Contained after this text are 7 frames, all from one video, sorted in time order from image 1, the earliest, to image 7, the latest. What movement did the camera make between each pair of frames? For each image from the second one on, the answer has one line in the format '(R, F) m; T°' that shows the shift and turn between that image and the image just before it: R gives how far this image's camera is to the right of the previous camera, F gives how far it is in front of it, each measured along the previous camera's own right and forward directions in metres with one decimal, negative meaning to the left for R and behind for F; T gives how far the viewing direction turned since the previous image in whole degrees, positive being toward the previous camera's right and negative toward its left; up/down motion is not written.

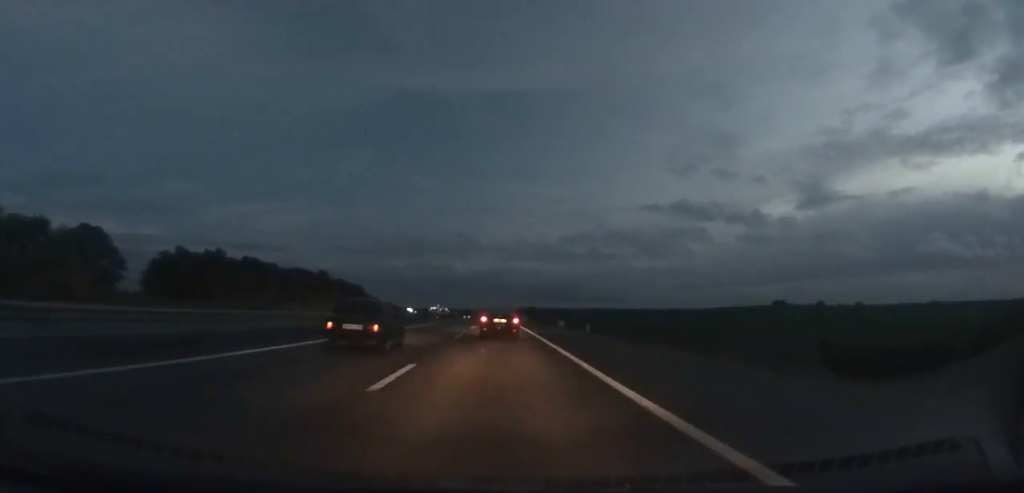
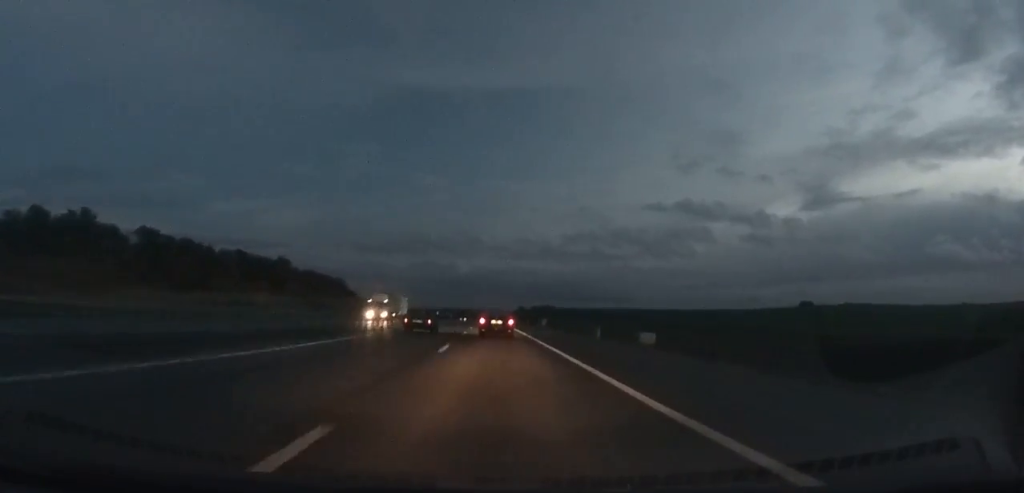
(-0.6, +55.3) m; -1°
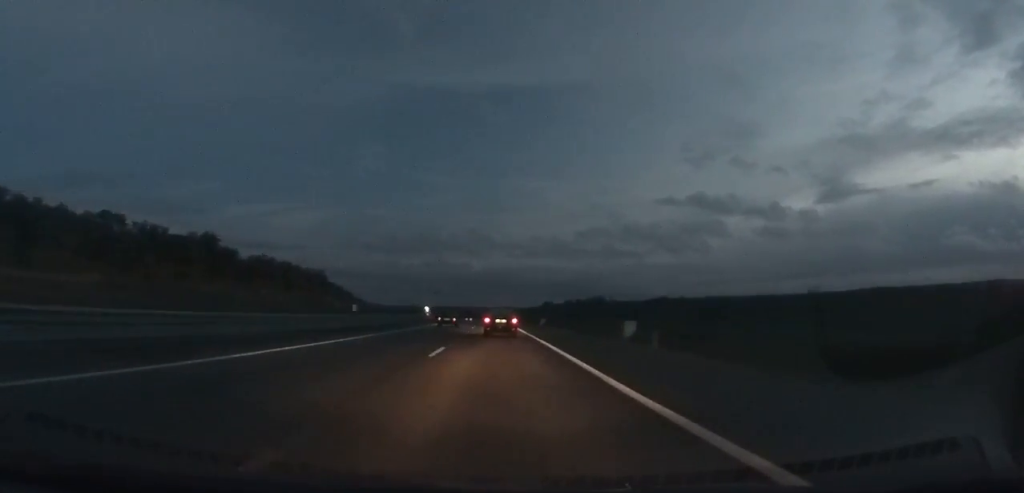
(-0.5, +65.4) m; -1°
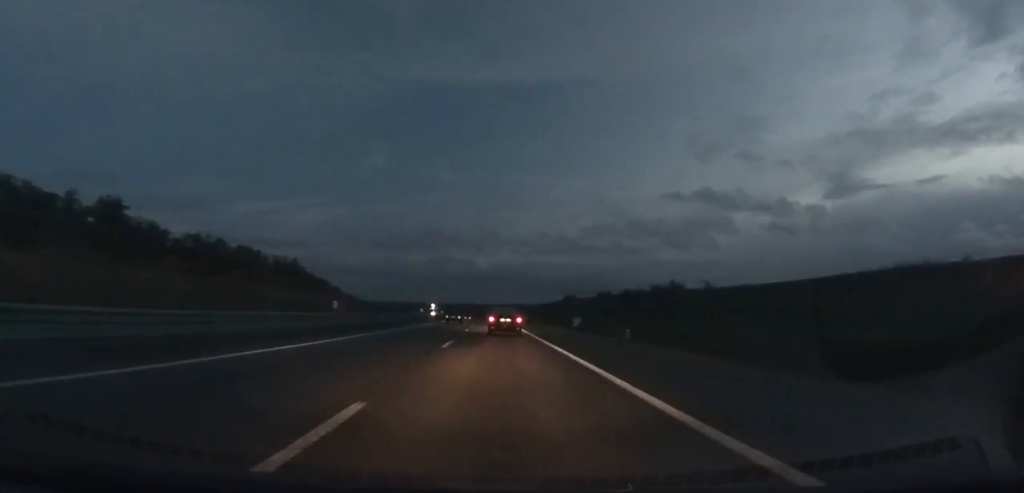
(+0.1, +42.8) m; -1°
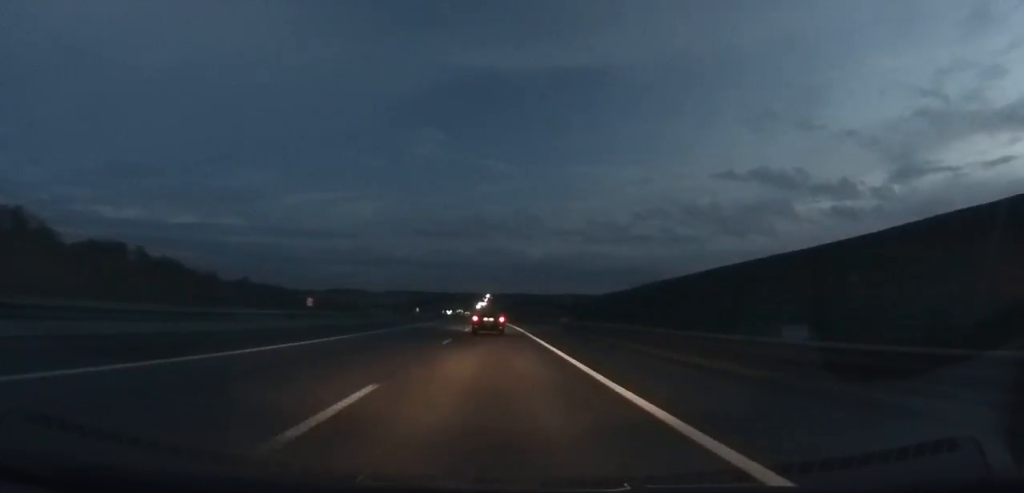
(-15.6, +283.6) m; -6°
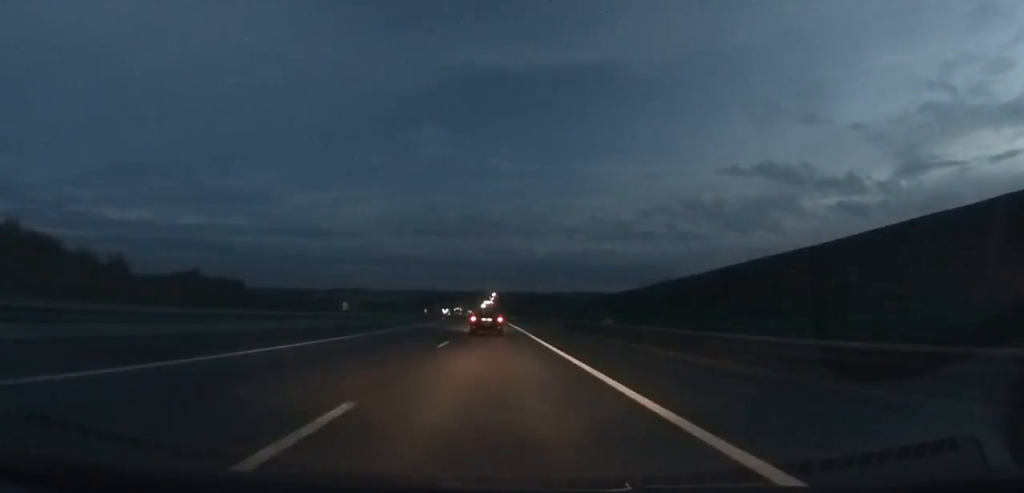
(-0.1, +32.3) m; -1°
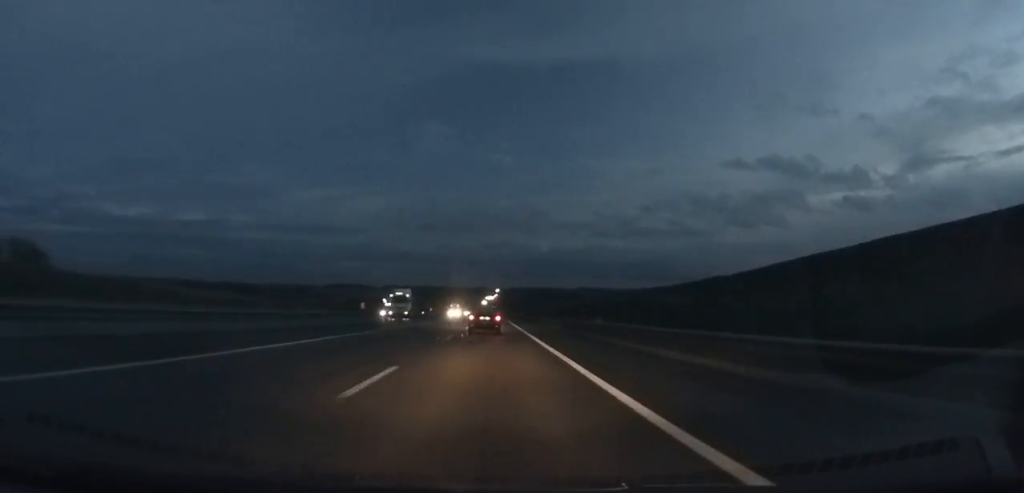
(-0.7, +76.3) m; 0°
